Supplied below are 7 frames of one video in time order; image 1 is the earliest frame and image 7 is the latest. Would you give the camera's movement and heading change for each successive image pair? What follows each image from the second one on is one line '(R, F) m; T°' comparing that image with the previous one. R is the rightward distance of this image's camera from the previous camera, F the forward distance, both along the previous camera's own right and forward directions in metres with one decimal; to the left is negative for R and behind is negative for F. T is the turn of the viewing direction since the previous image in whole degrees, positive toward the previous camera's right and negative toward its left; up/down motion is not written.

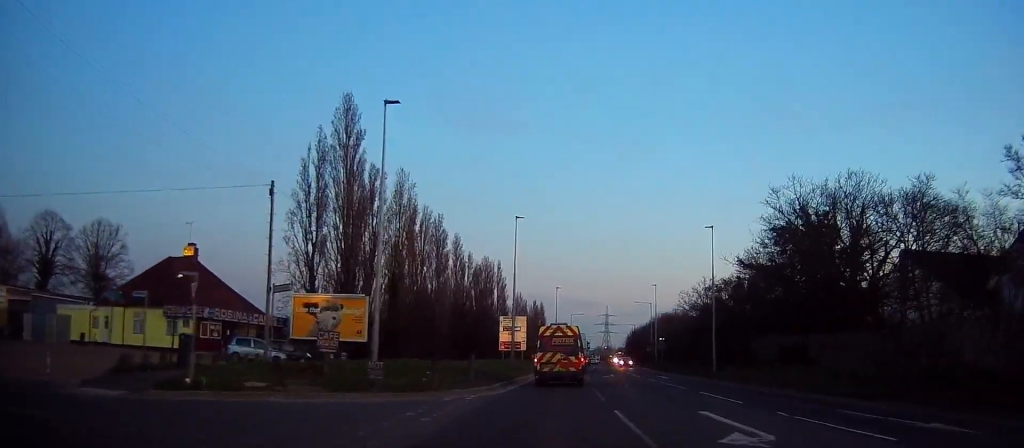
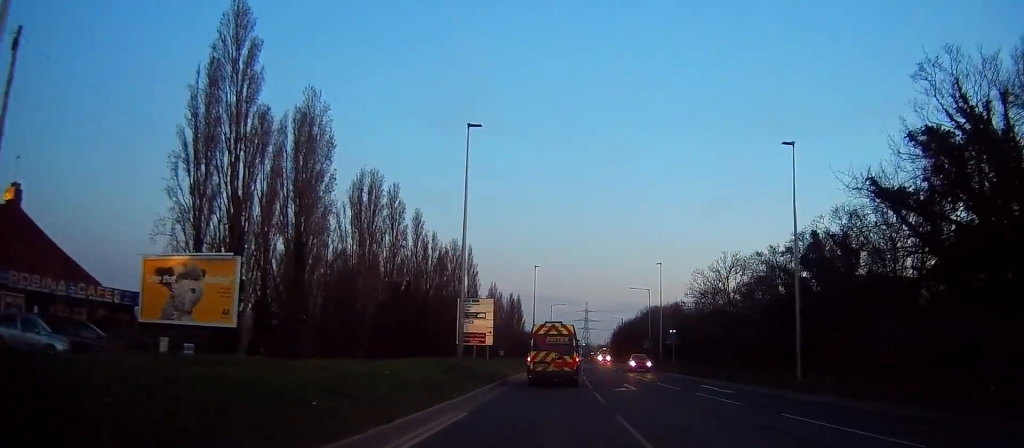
(+0.2, +18.8) m; +2°
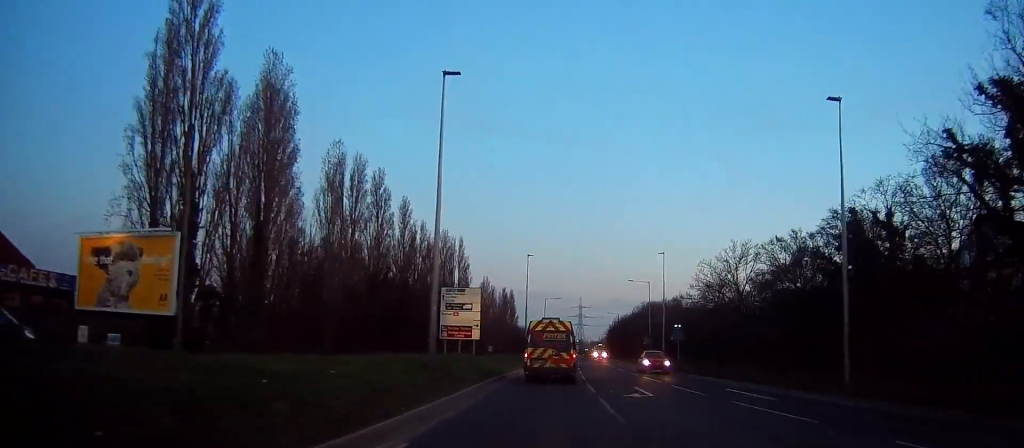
(+0.1, +5.3) m; +1°
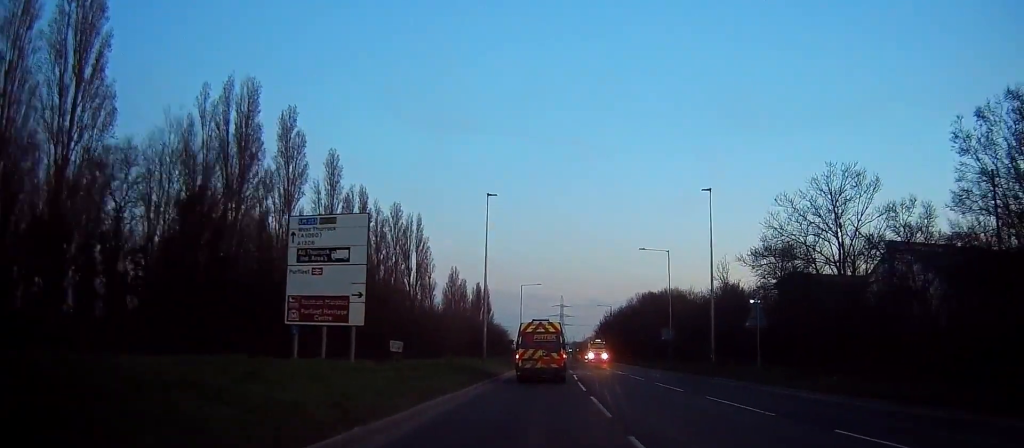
(+0.5, +26.0) m; +1°
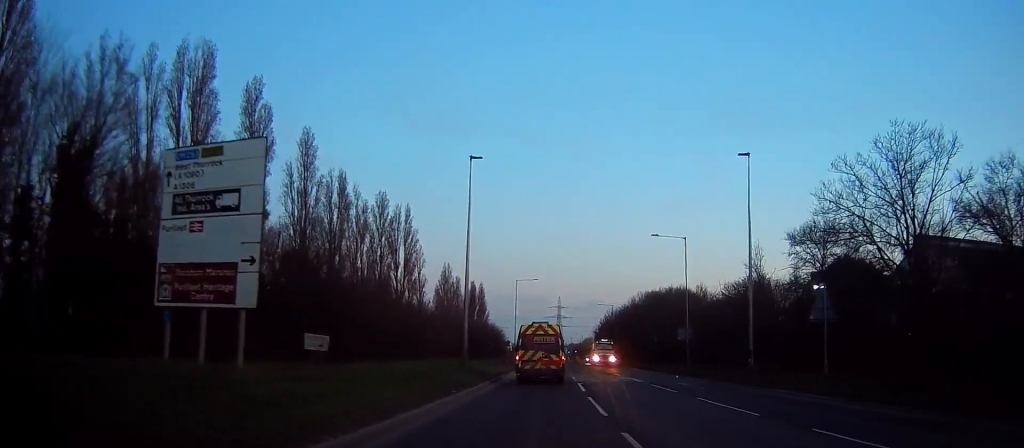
(+0.1, +8.1) m; 0°
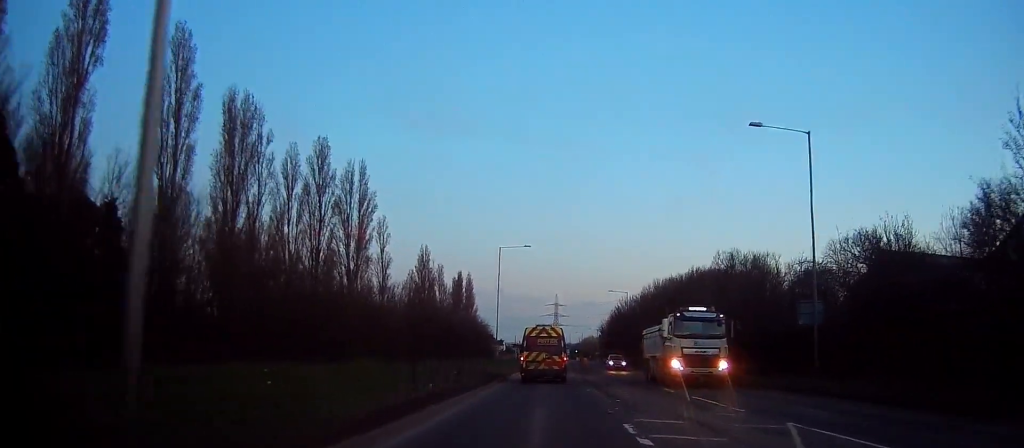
(0.0, +25.2) m; +1°
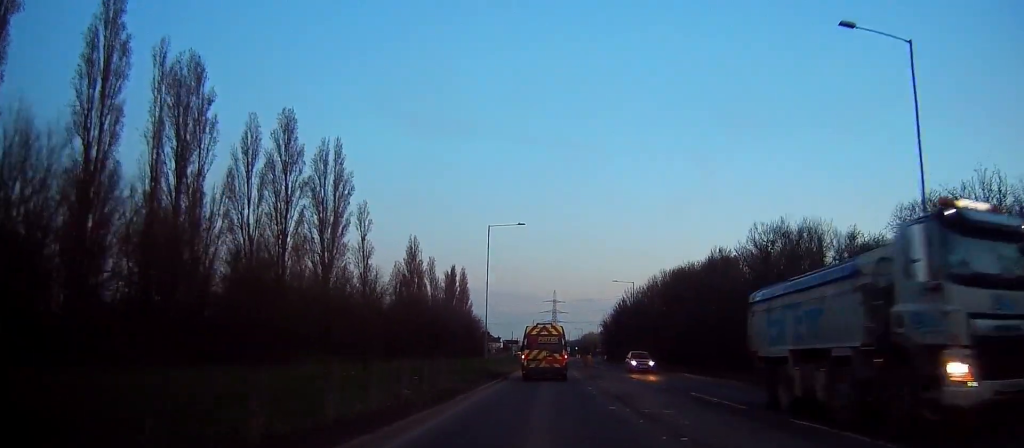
(+0.1, +8.8) m; 0°
